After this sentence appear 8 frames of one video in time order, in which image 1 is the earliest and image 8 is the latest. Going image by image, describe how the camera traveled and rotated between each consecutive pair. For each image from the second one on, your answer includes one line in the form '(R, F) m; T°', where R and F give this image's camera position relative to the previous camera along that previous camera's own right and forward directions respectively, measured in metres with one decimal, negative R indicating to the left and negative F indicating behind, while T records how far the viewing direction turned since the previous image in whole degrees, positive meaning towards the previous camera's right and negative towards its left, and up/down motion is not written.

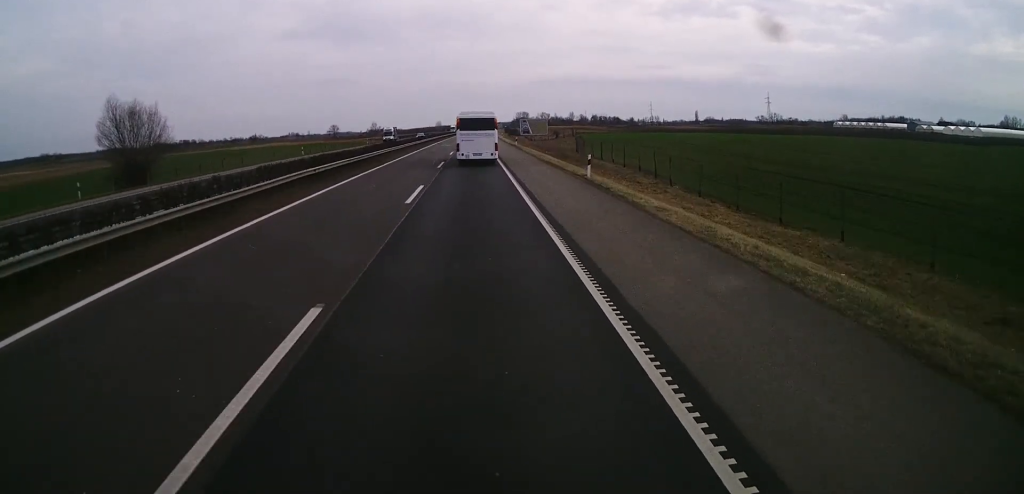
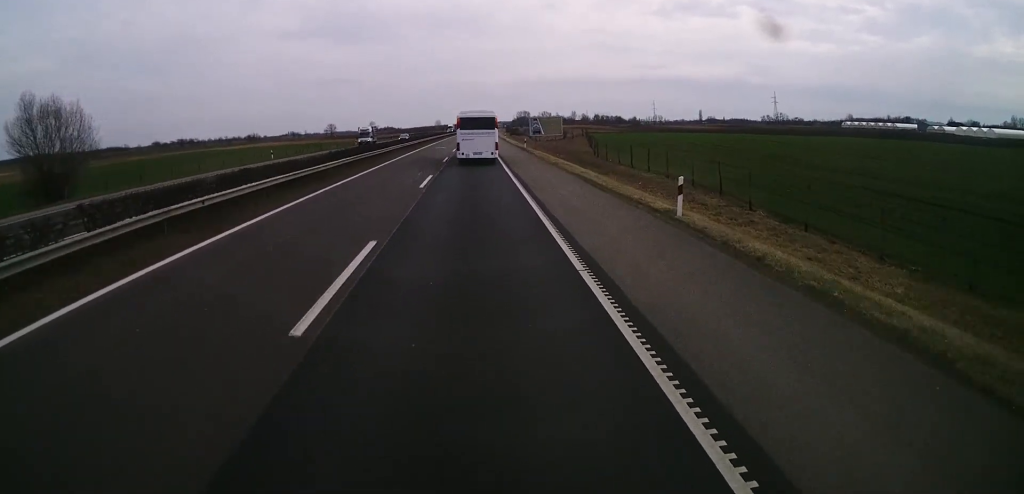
(+0.1, +13.1) m; 0°
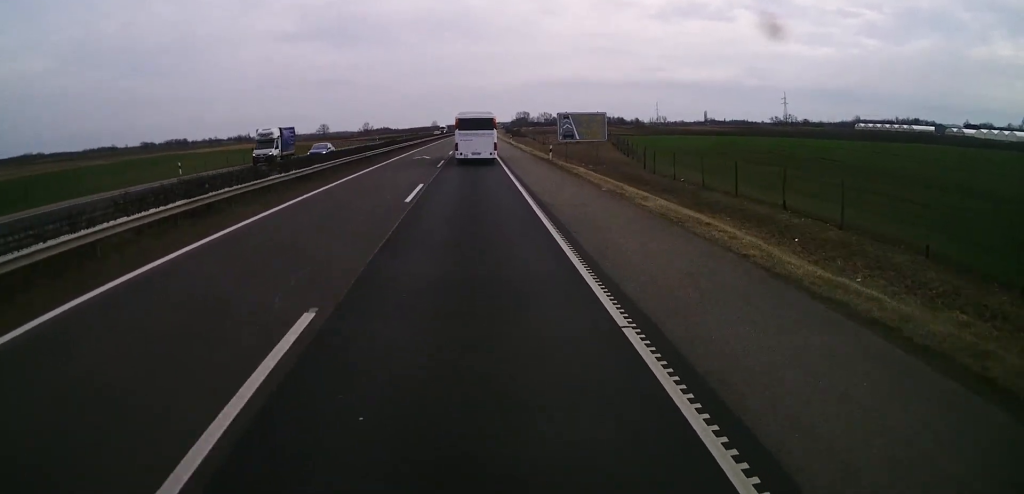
(0.0, +23.1) m; 0°
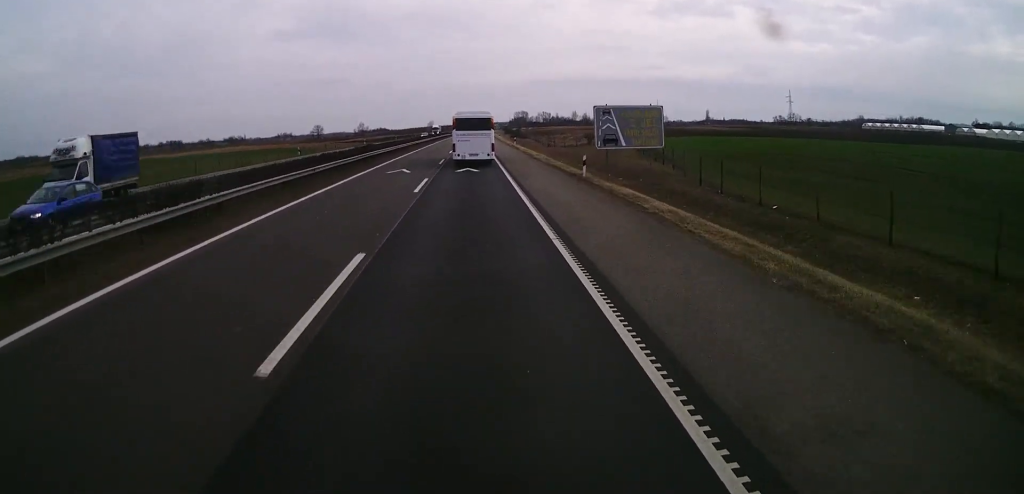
(+0.1, +13.9) m; 0°
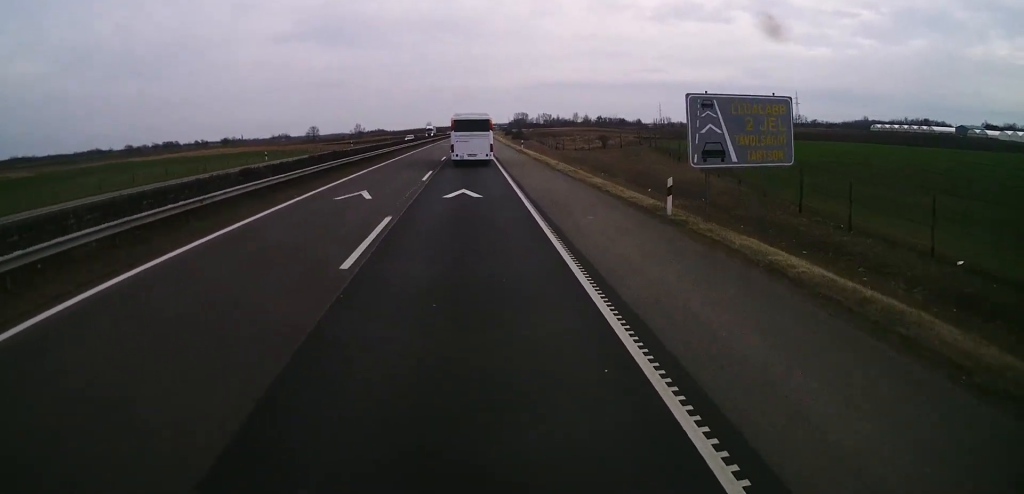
(0.0, +13.1) m; 0°
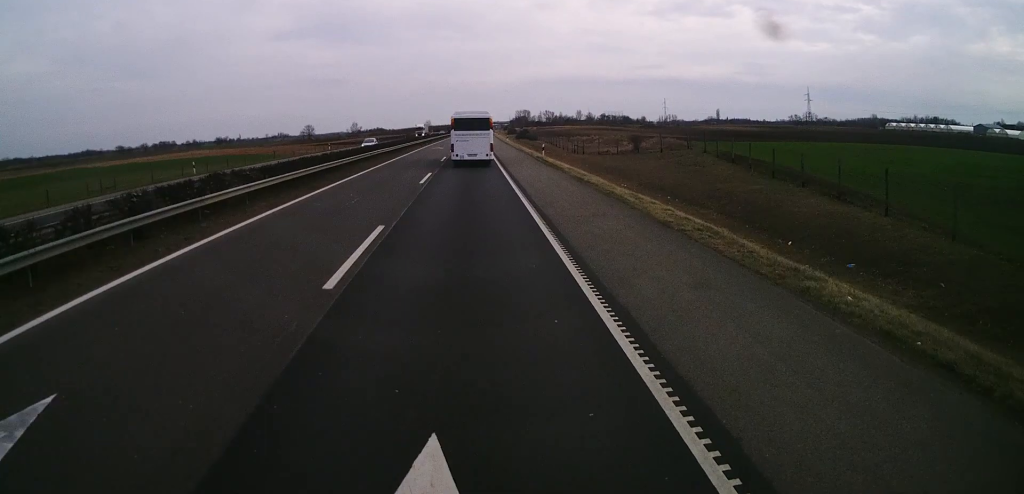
(+0.1, +19.3) m; -1°
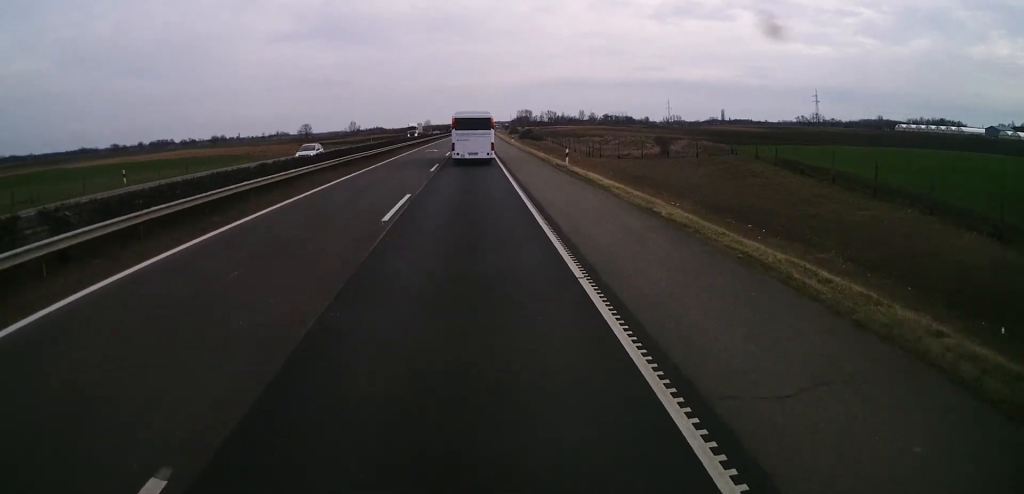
(-0.2, +11.6) m; 0°
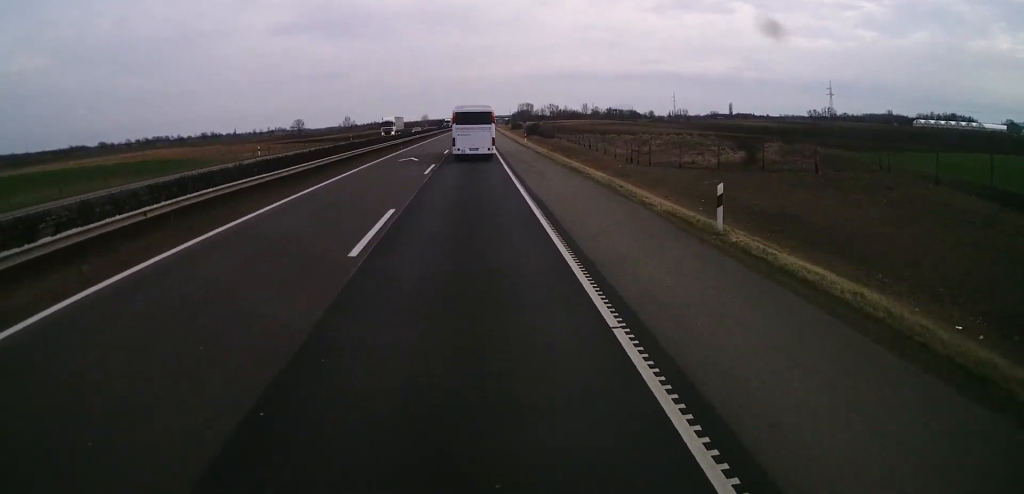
(+0.1, +22.4) m; 0°
